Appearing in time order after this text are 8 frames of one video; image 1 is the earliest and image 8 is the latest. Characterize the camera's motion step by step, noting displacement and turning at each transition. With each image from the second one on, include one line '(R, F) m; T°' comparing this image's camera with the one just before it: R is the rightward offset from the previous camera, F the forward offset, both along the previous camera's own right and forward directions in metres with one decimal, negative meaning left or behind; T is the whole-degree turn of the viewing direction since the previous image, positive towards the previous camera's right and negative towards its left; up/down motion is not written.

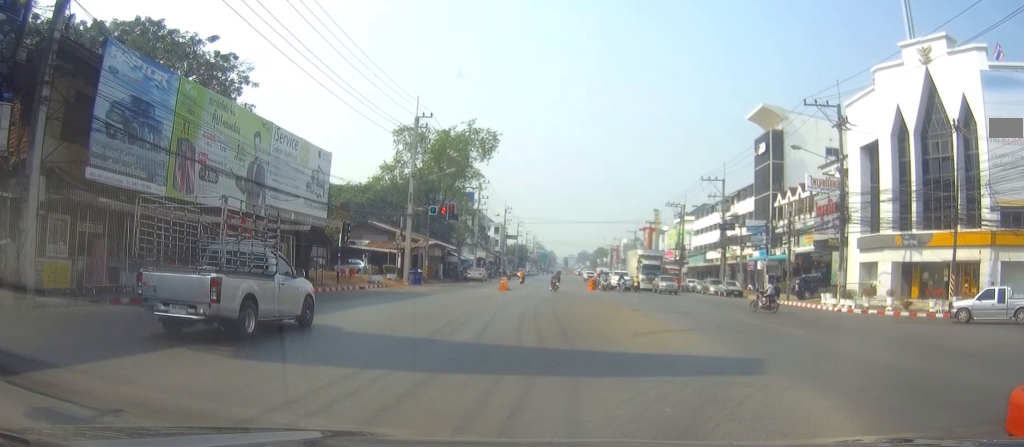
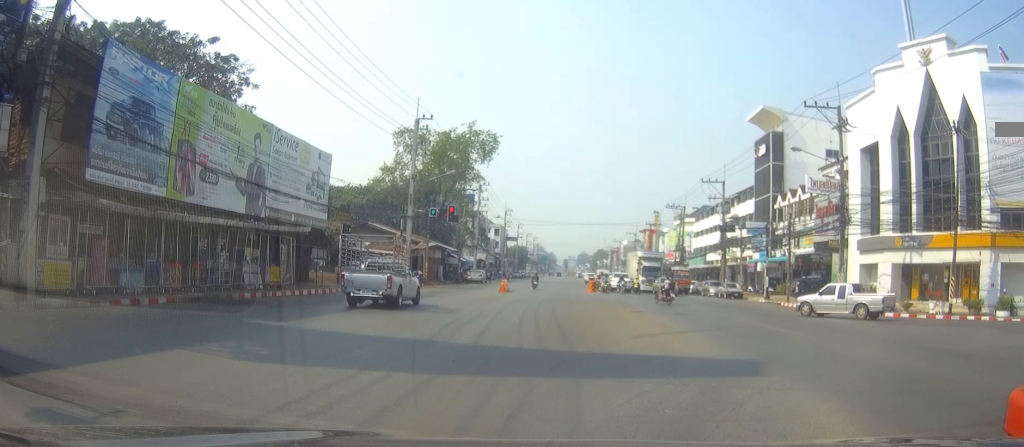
(0.0, +0.4) m; 0°
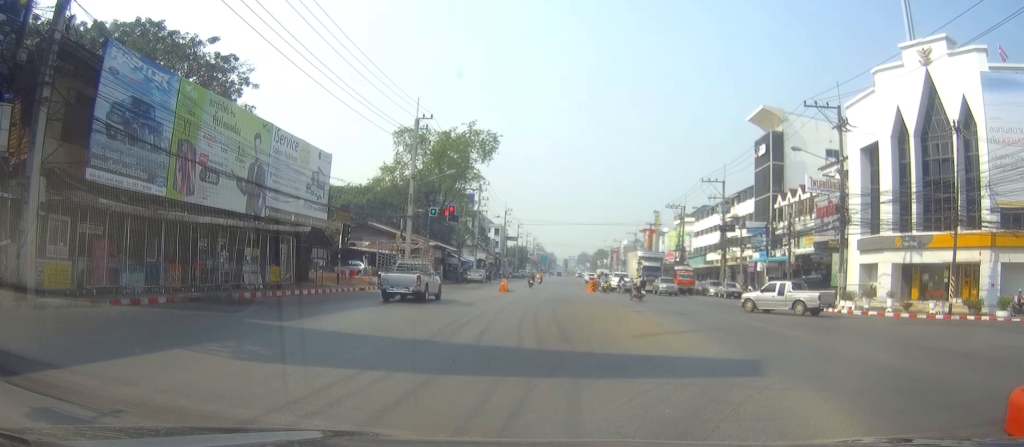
(0.0, +0.1) m; 0°
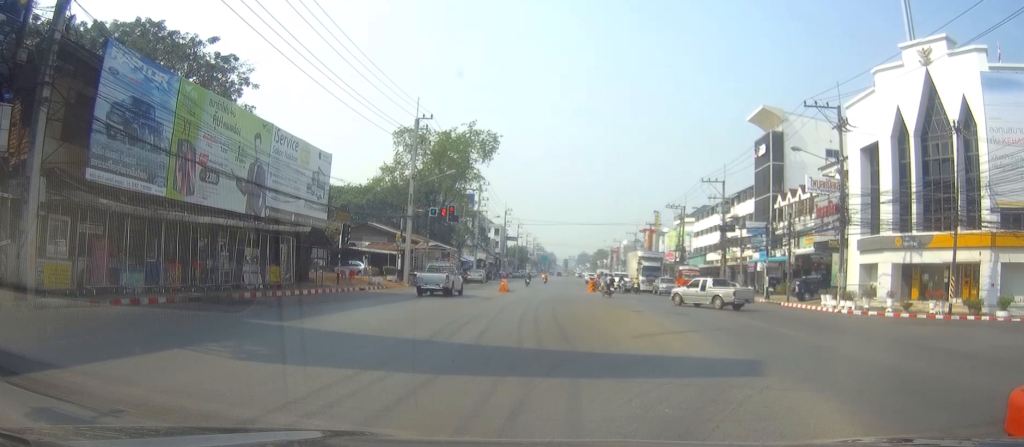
(0.0, +0.1) m; 0°
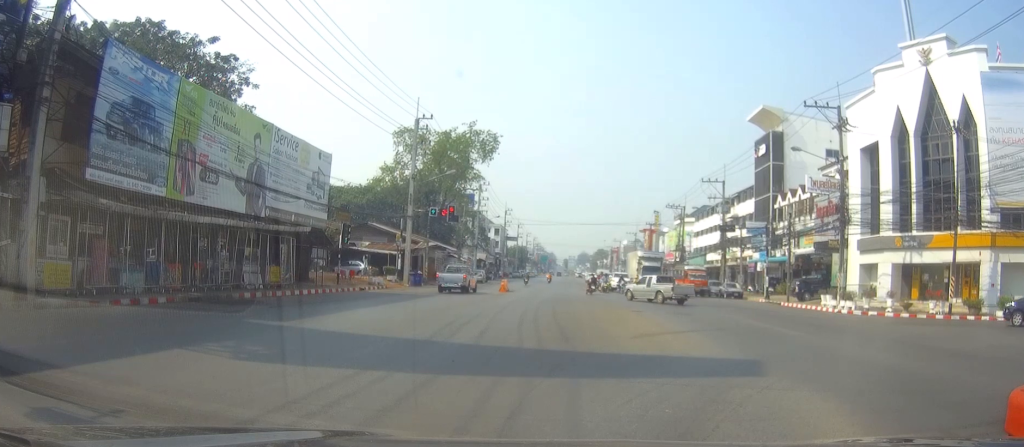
(0.0, +0.1) m; 0°
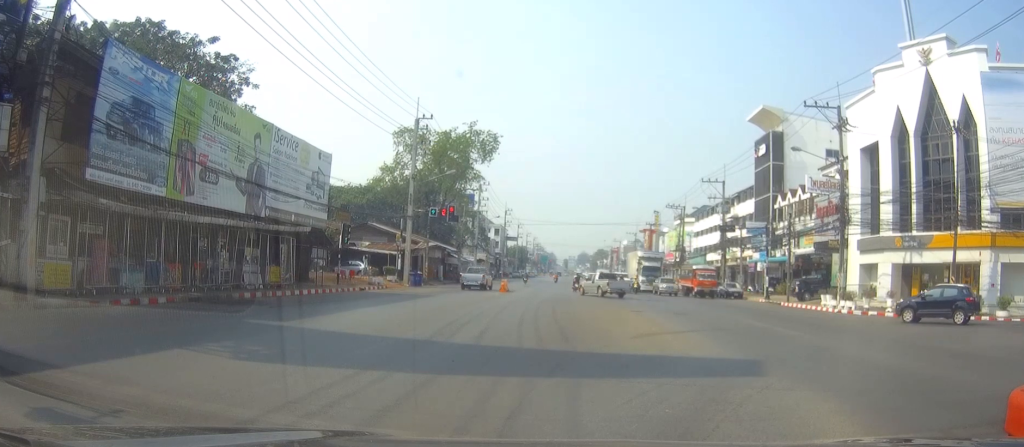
(0.0, +0.1) m; 0°
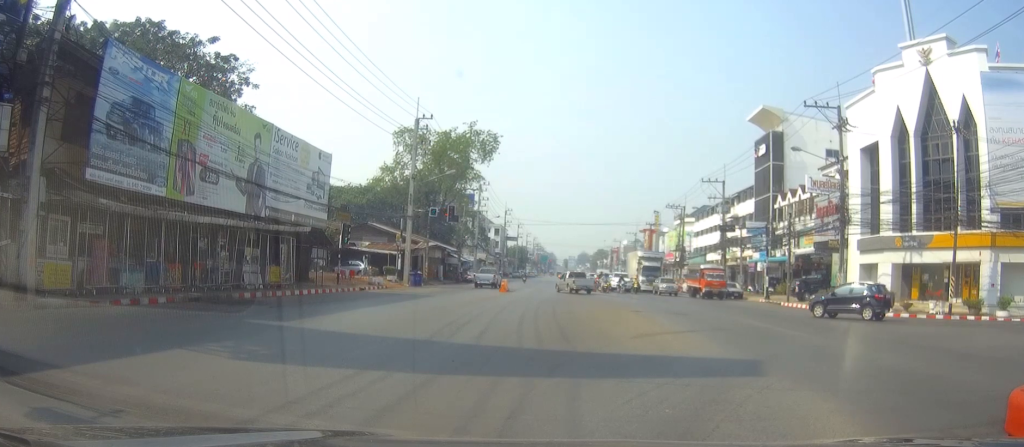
(0.0, 0.0) m; 0°
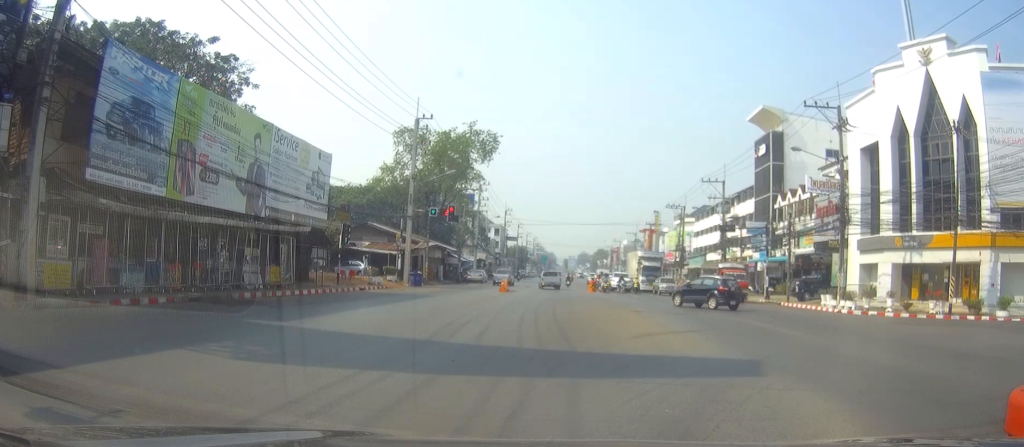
(0.0, 0.0) m; 0°
